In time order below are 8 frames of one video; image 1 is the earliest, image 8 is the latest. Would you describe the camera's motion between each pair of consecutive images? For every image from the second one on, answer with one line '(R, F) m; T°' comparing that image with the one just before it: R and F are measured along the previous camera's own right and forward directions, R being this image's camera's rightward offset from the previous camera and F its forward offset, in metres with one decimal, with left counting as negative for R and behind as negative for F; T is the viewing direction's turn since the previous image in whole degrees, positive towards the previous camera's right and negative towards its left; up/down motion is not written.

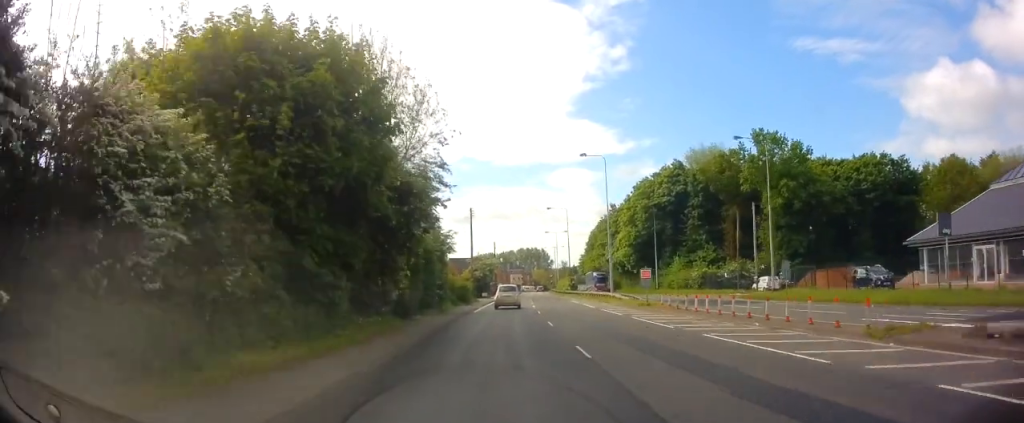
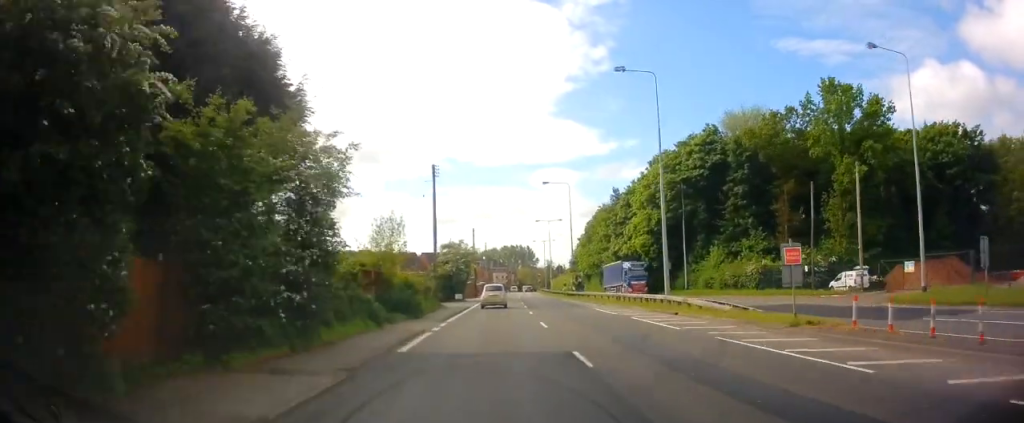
(+0.3, +19.7) m; +2°
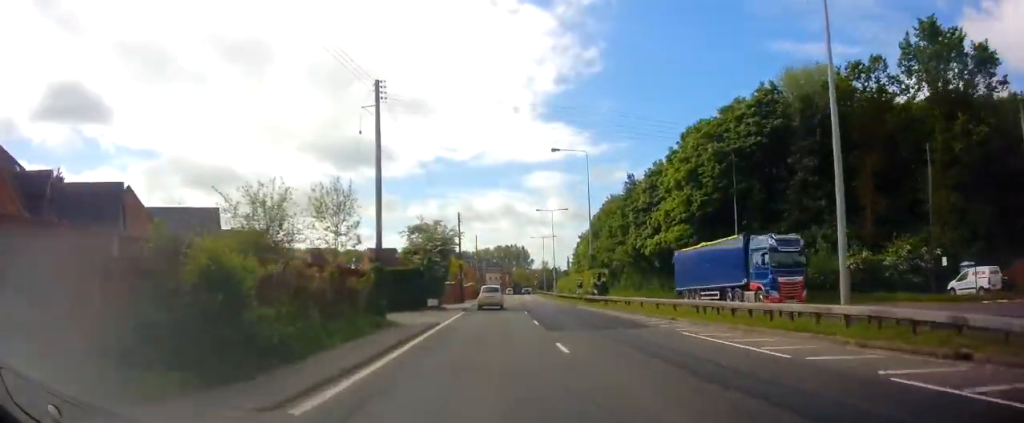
(+0.3, +15.8) m; +1°
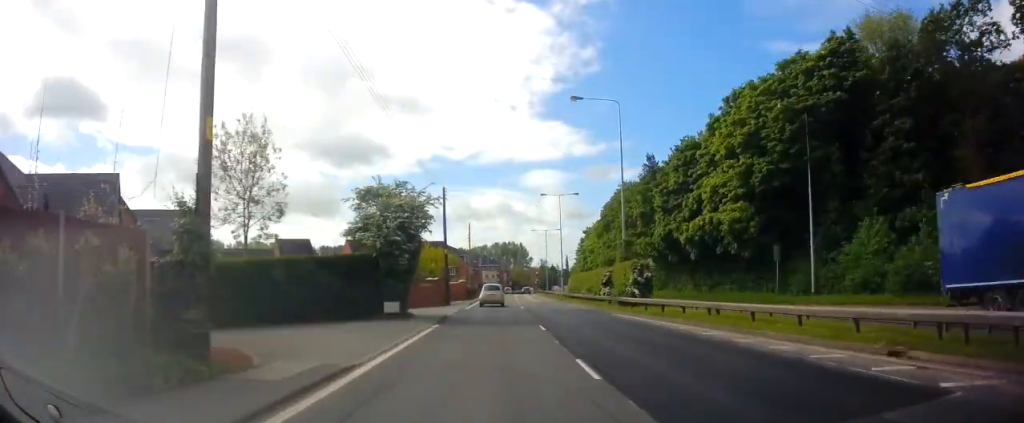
(-0.1, +12.9) m; +1°
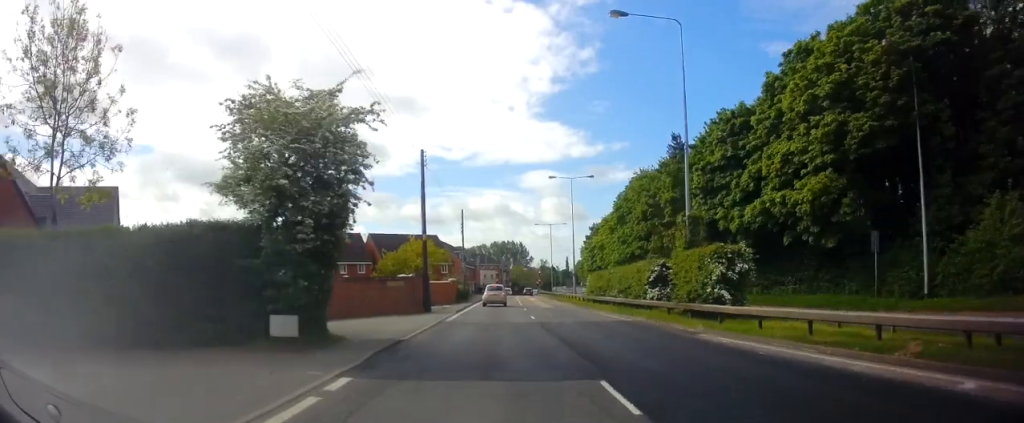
(+0.2, +11.3) m; 0°
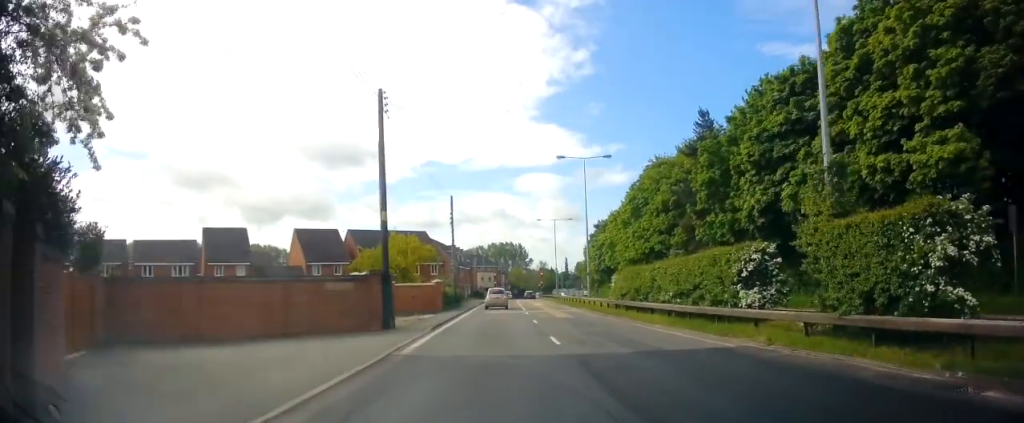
(-0.1, +10.0) m; 0°
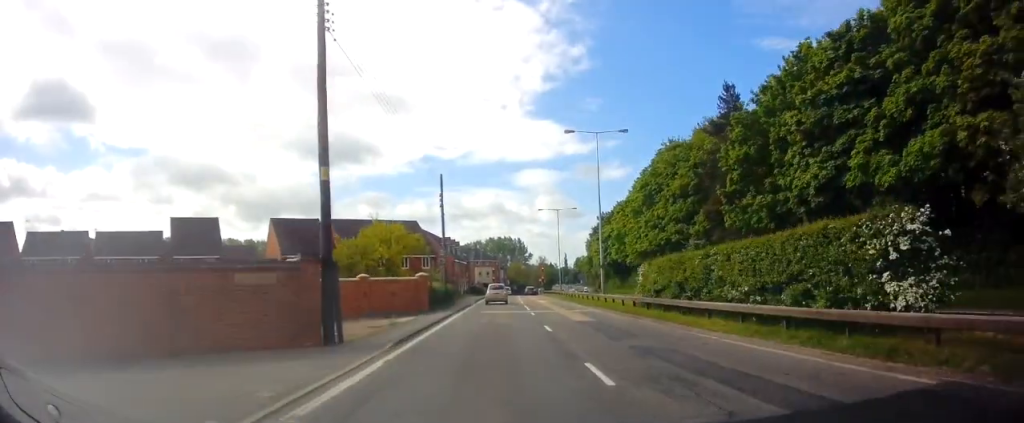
(-0.1, +6.6) m; 0°
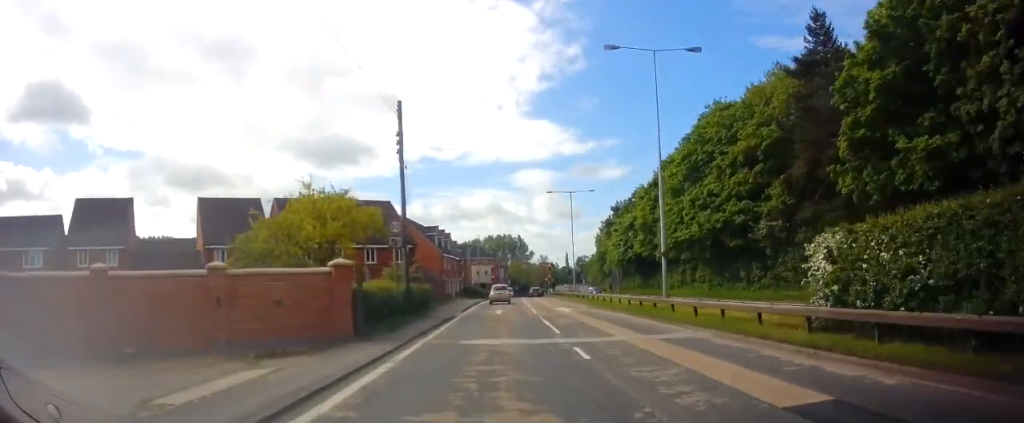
(+0.2, +15.3) m; 0°
